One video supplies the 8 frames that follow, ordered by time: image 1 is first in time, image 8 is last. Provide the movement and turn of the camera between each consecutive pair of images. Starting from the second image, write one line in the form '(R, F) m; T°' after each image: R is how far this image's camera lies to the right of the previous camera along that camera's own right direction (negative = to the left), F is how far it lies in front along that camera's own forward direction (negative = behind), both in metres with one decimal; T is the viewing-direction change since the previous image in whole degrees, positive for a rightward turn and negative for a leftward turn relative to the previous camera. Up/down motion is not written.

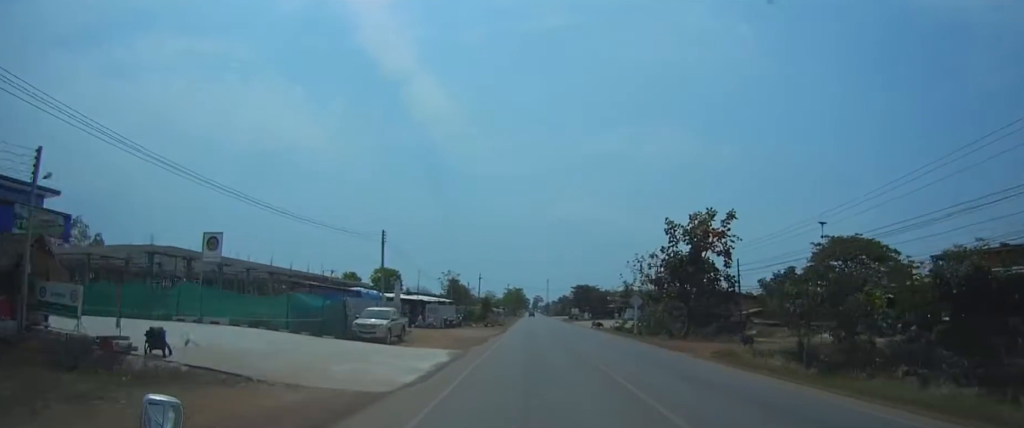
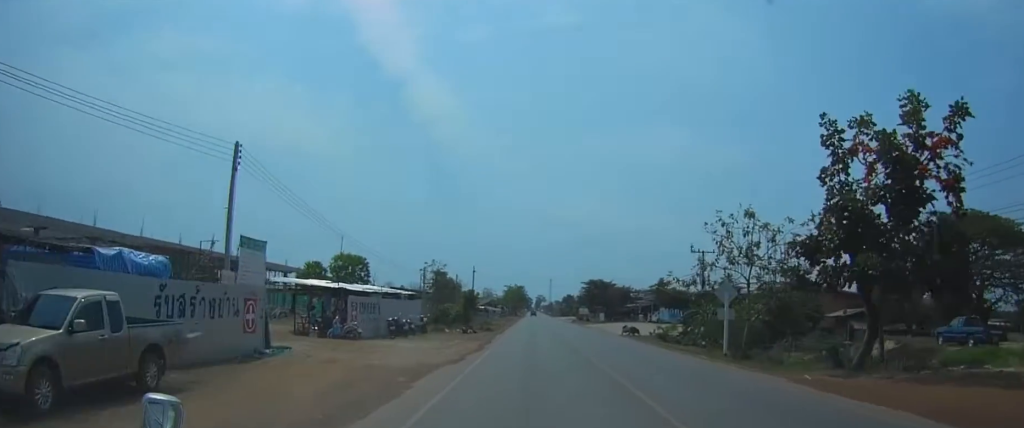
(0.0, +23.8) m; 0°
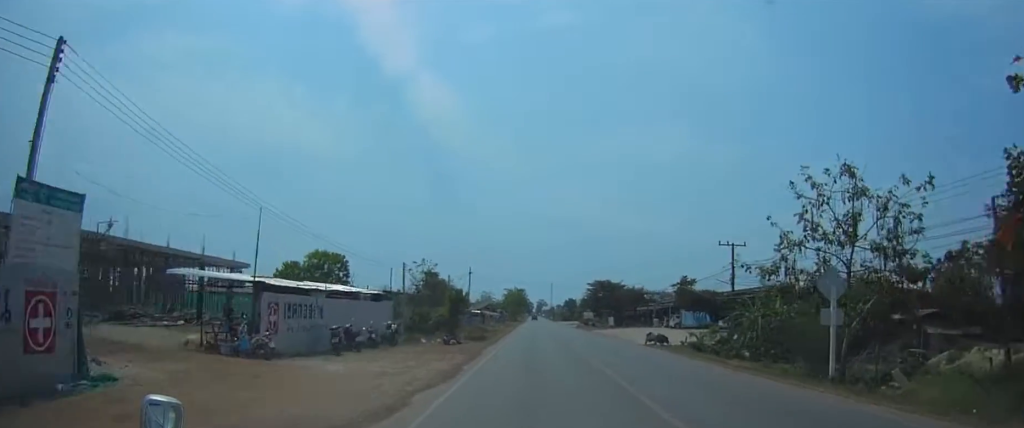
(0.0, +10.4) m; 0°
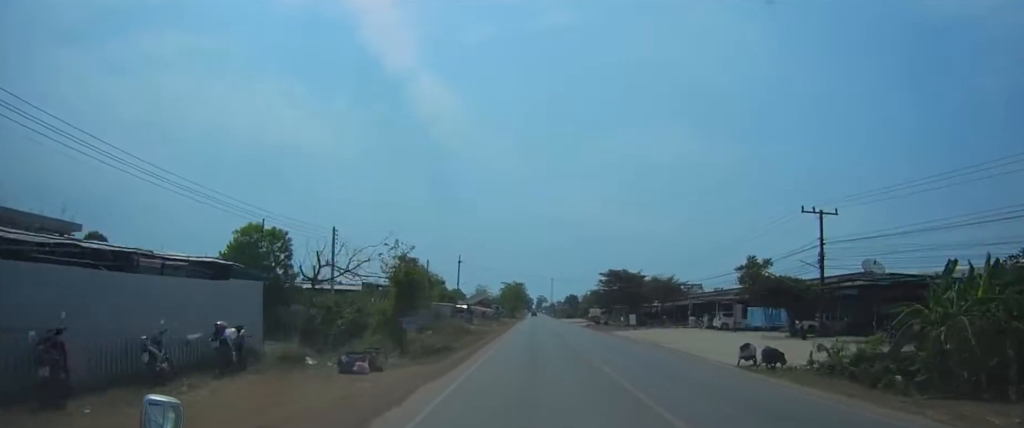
(0.0, +18.8) m; 0°
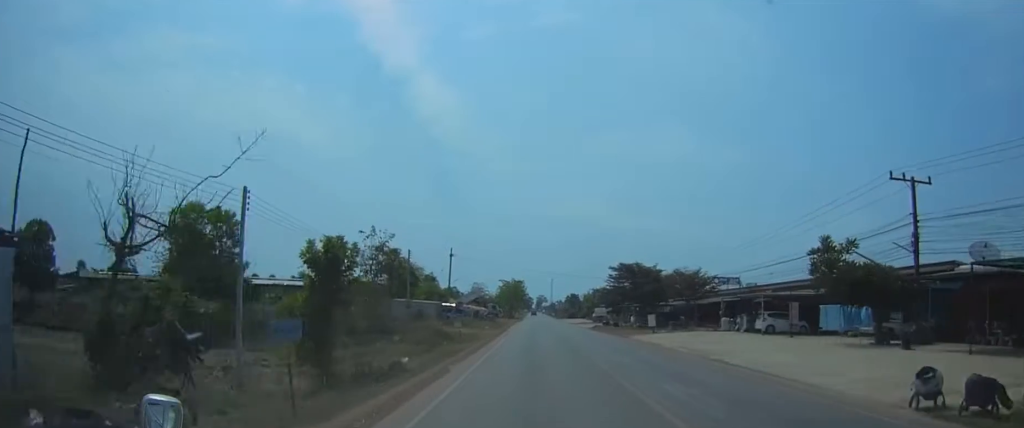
(-0.1, +11.0) m; 0°
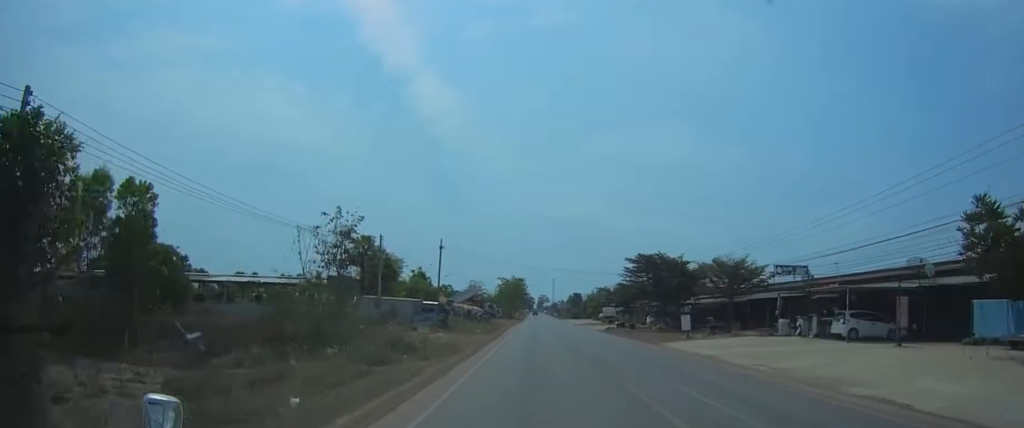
(0.0, +12.3) m; 0°
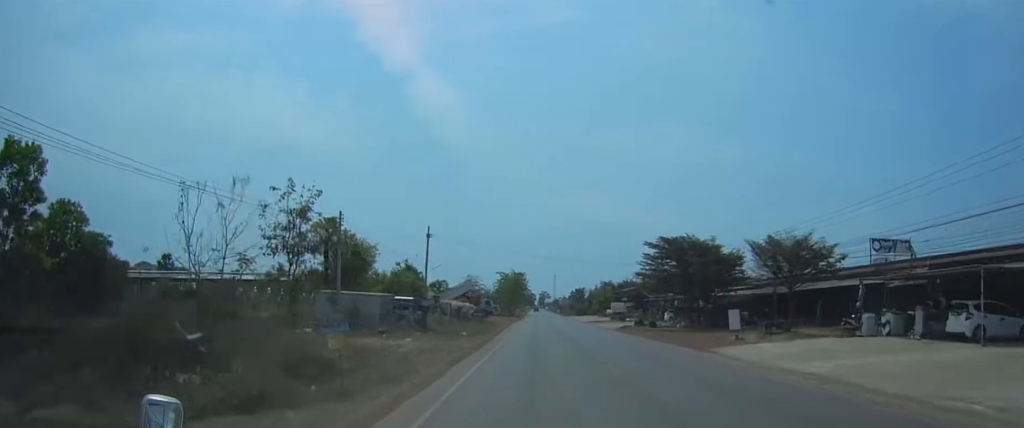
(+0.1, +10.9) m; 0°
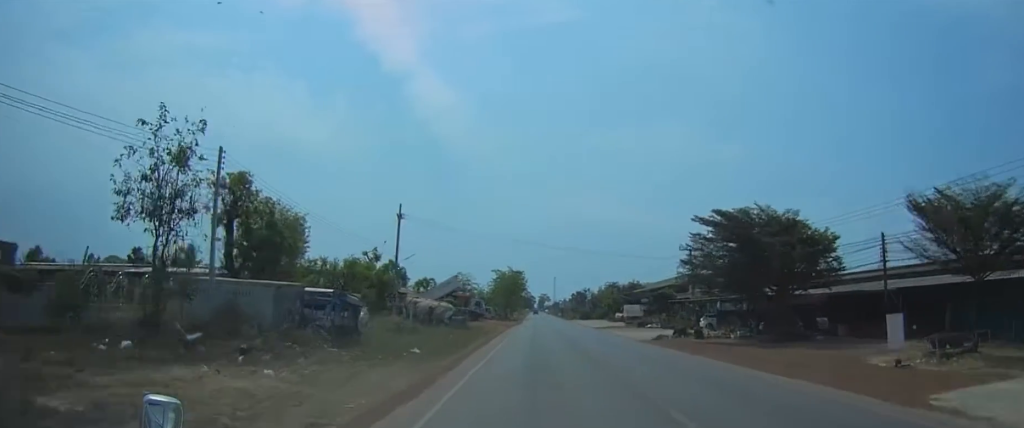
(-0.1, +16.7) m; 0°
